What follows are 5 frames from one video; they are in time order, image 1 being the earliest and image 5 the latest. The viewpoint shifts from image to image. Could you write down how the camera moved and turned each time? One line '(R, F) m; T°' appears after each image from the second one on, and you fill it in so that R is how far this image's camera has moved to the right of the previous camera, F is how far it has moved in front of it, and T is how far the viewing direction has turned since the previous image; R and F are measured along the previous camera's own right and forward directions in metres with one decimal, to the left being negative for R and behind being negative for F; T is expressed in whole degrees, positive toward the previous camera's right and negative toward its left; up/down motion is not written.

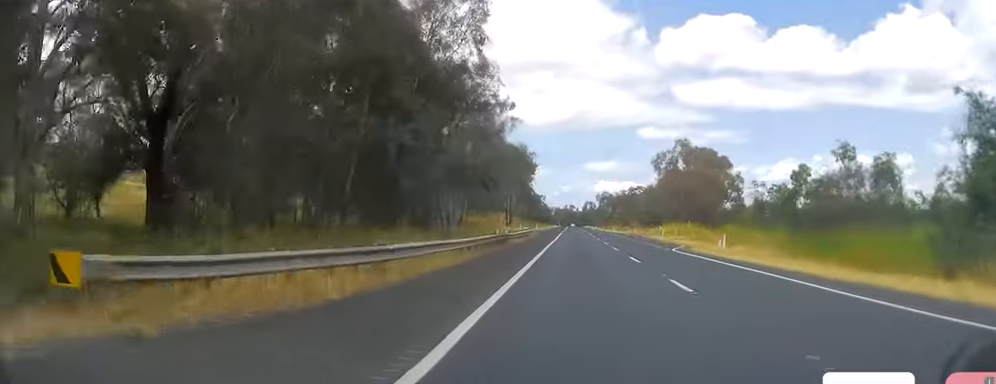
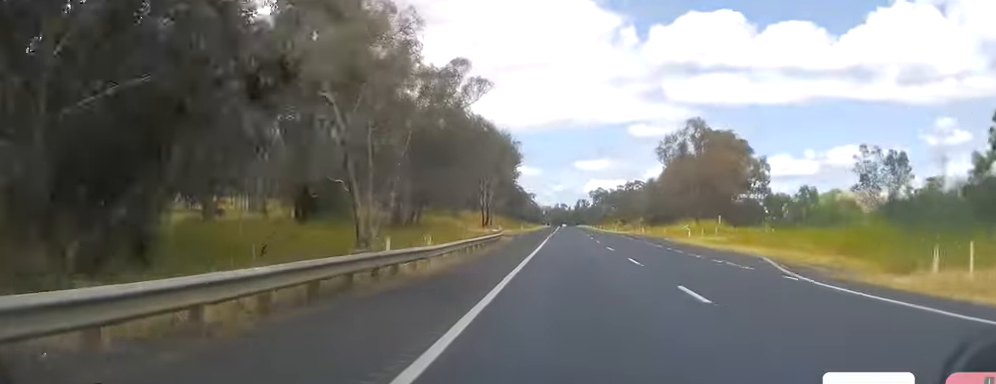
(+0.2, +25.8) m; +1°
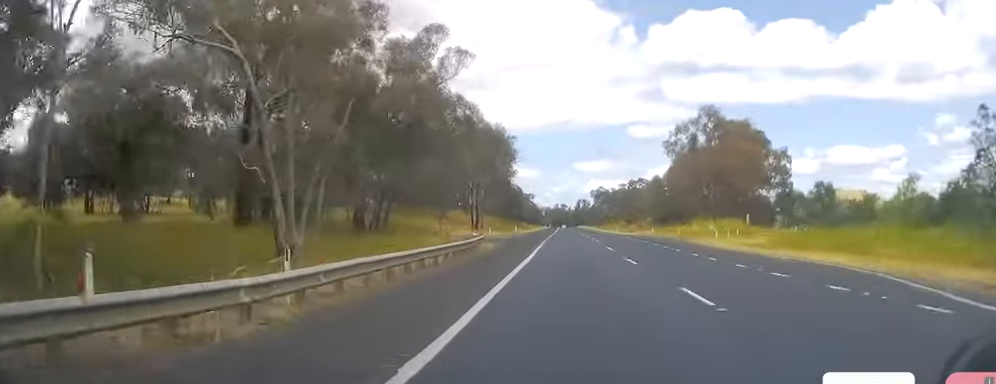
(0.0, +12.5) m; 0°
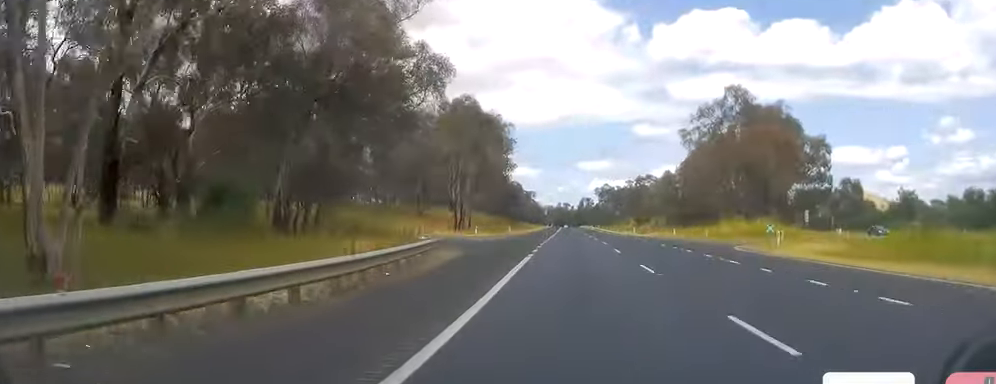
(0.0, +15.4) m; 0°
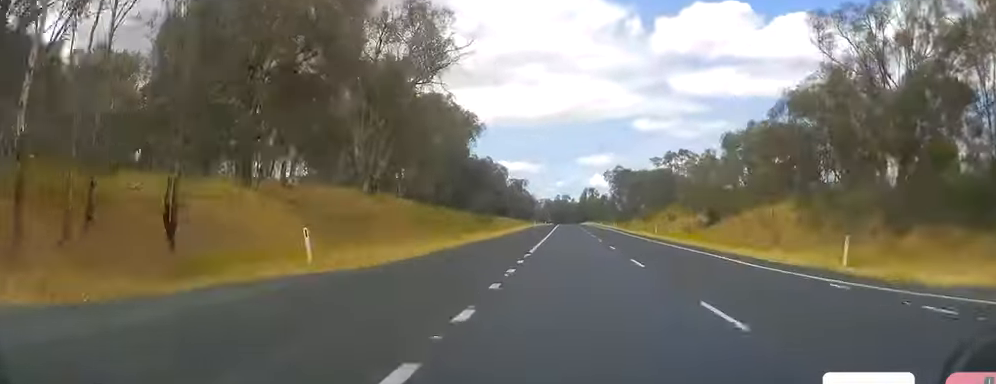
(+0.4, +69.1) m; 0°
